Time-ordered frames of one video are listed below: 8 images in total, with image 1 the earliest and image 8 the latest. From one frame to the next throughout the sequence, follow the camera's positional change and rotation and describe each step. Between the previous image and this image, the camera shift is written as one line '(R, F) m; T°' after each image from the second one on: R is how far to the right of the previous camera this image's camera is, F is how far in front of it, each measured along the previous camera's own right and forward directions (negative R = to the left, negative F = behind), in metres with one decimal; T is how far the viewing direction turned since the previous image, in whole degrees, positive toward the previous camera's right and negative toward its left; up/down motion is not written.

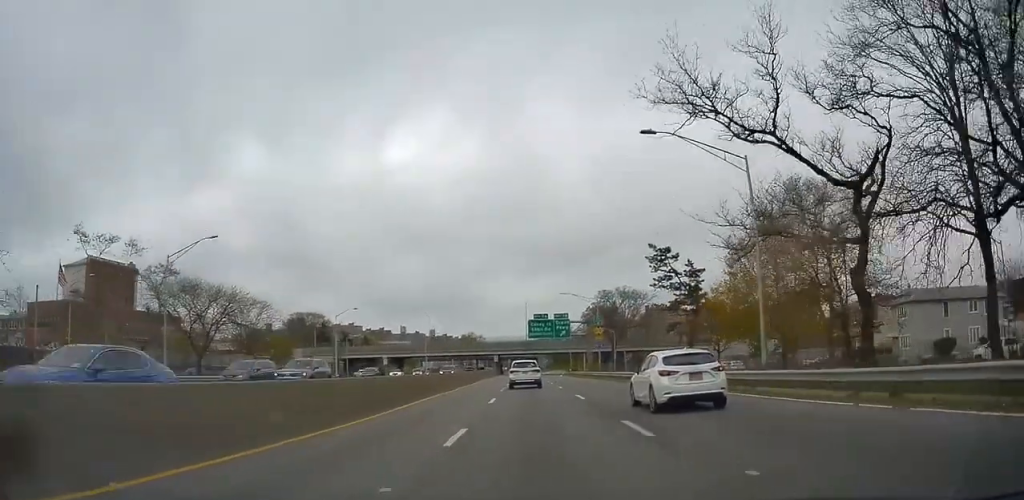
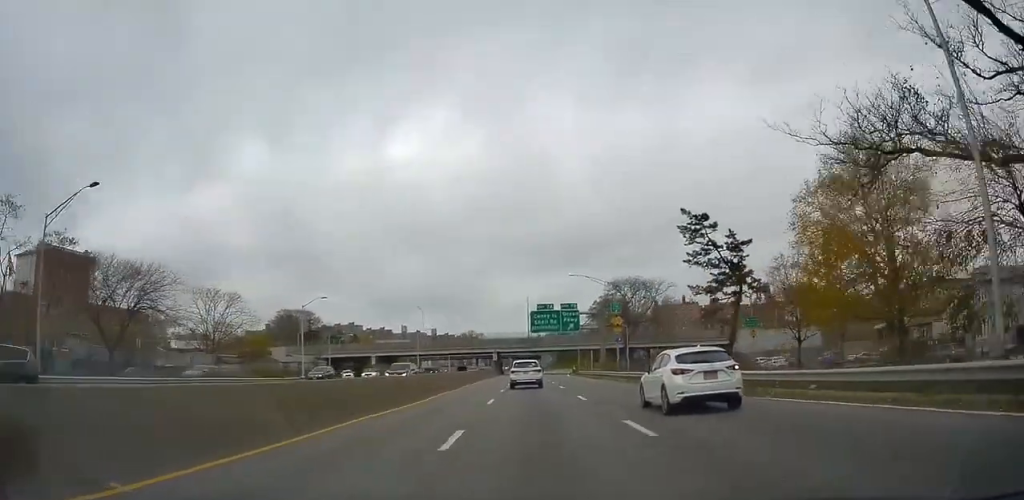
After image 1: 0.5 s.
(-0.1, +12.5) m; -1°
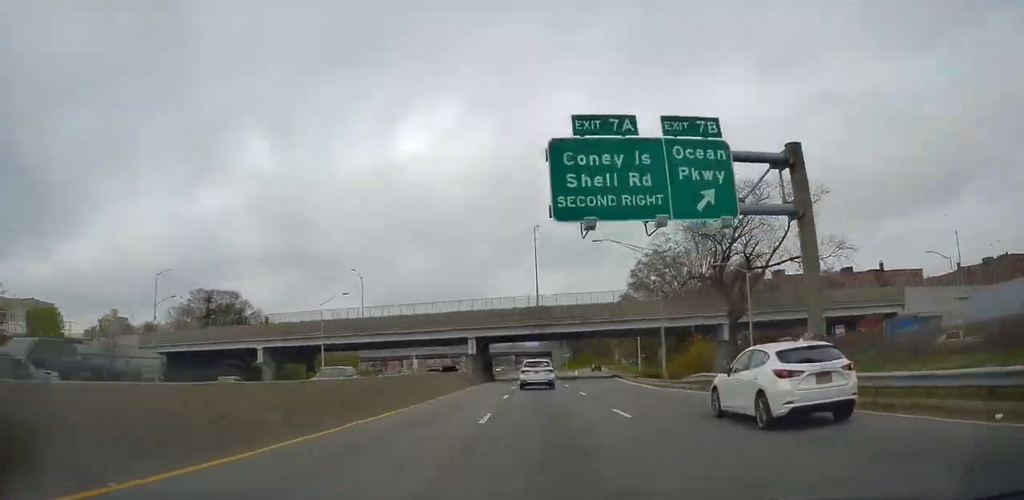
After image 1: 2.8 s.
(-1.0, +56.1) m; -1°
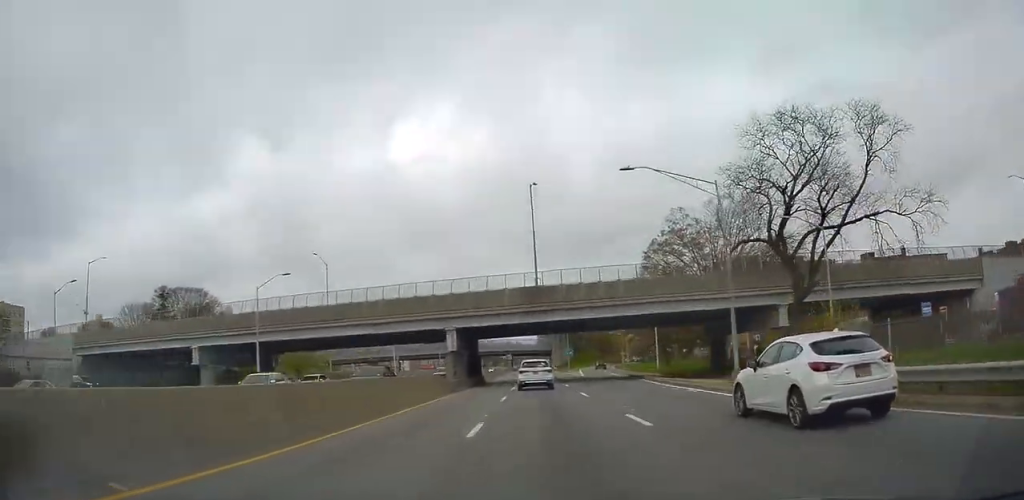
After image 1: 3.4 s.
(+0.1, +14.1) m; +1°
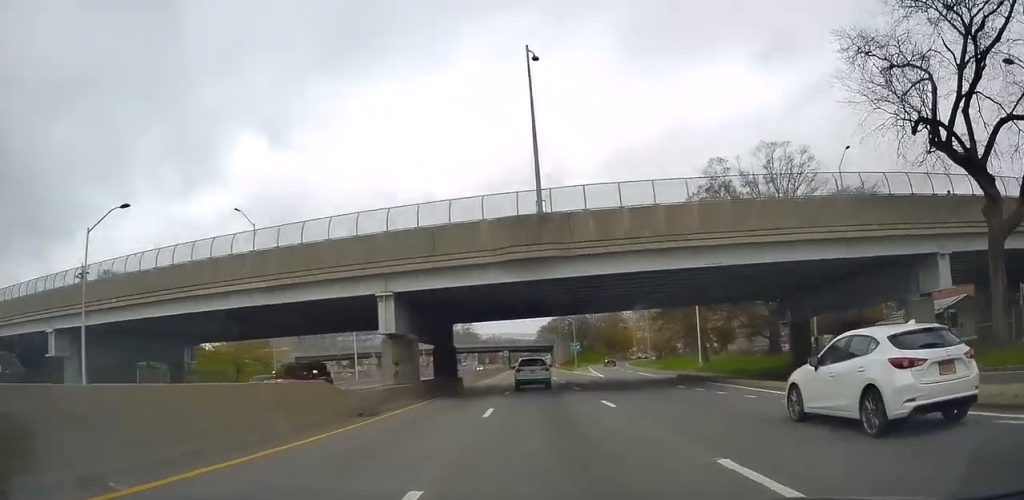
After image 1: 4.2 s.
(+0.2, +19.7) m; -1°
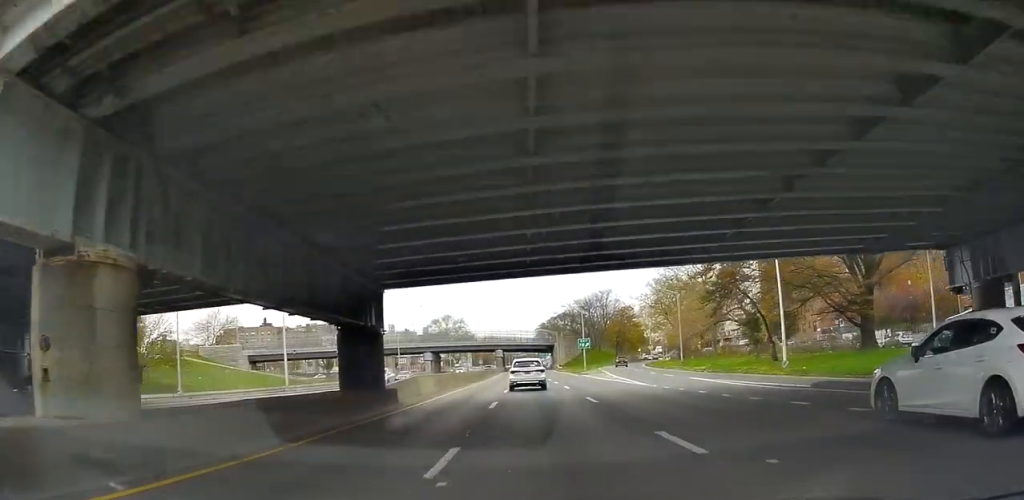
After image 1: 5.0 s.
(-0.4, +20.0) m; 0°
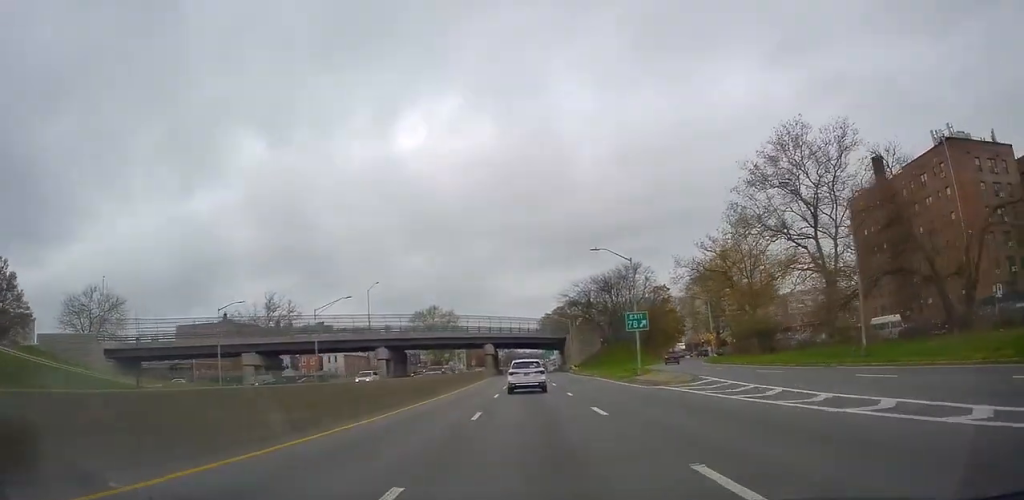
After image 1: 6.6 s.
(+0.2, +38.4) m; 0°
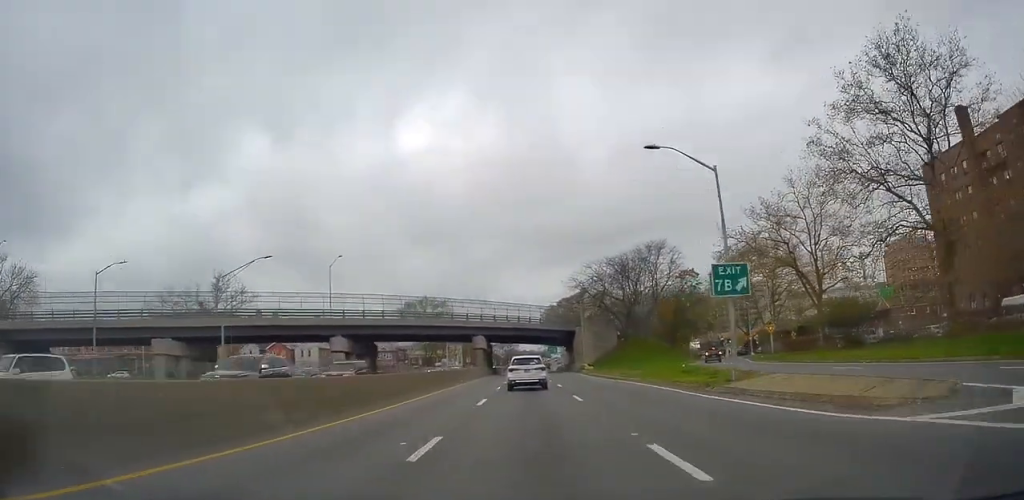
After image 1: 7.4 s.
(-0.2, +19.4) m; 0°
